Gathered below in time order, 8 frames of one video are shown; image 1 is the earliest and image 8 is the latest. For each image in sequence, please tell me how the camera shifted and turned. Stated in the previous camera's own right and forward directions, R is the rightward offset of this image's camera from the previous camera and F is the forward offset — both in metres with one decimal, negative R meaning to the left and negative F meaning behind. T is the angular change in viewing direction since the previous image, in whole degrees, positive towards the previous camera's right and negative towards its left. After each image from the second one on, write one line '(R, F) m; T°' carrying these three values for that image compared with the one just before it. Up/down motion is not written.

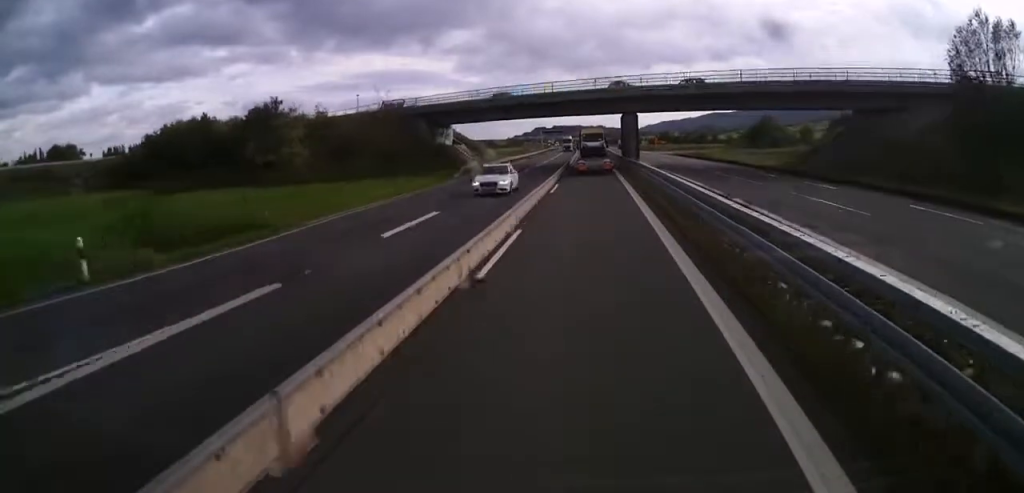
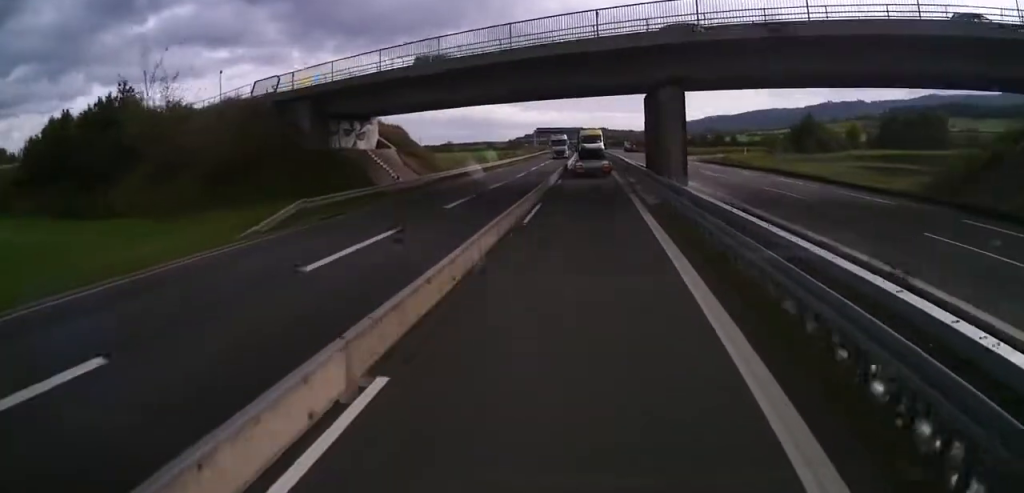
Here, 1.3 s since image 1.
(0.0, +29.0) m; 0°
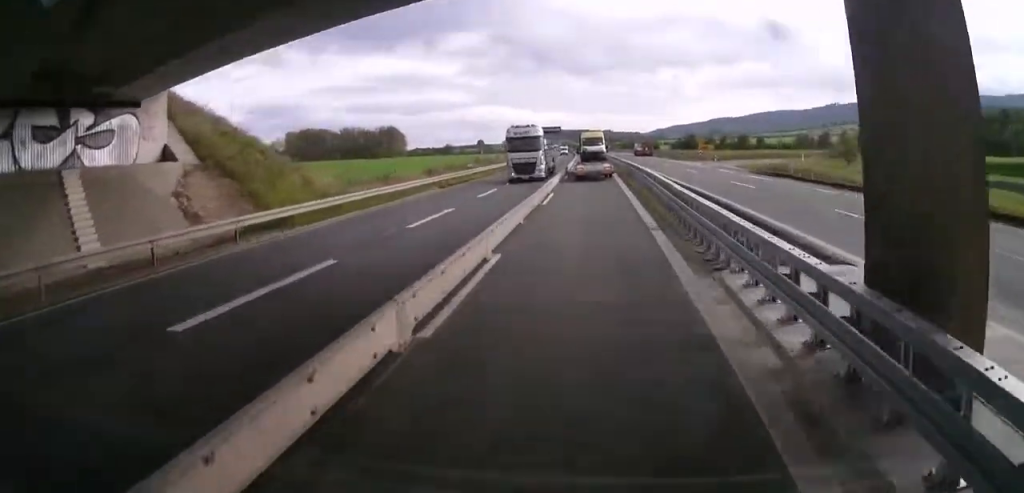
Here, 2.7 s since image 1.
(-0.3, +28.6) m; 0°
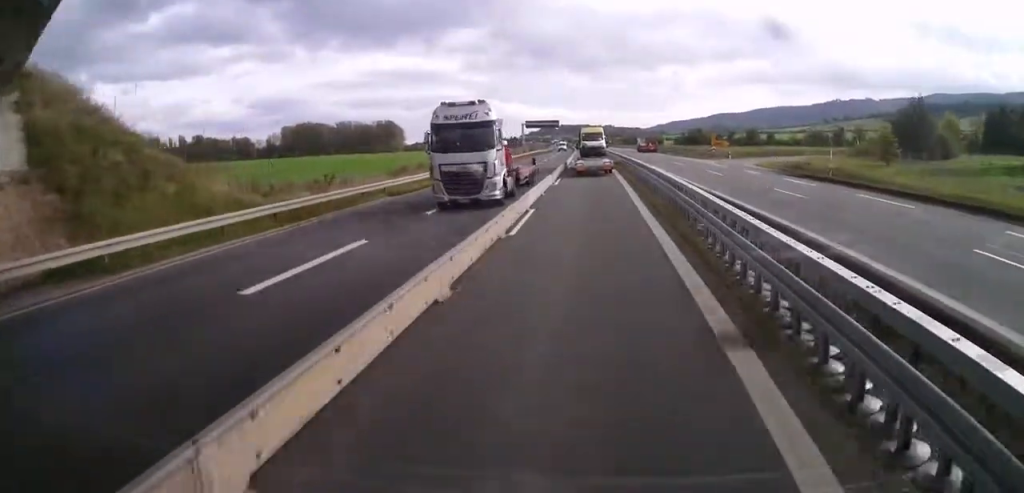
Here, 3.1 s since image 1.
(0.0, +10.0) m; 0°
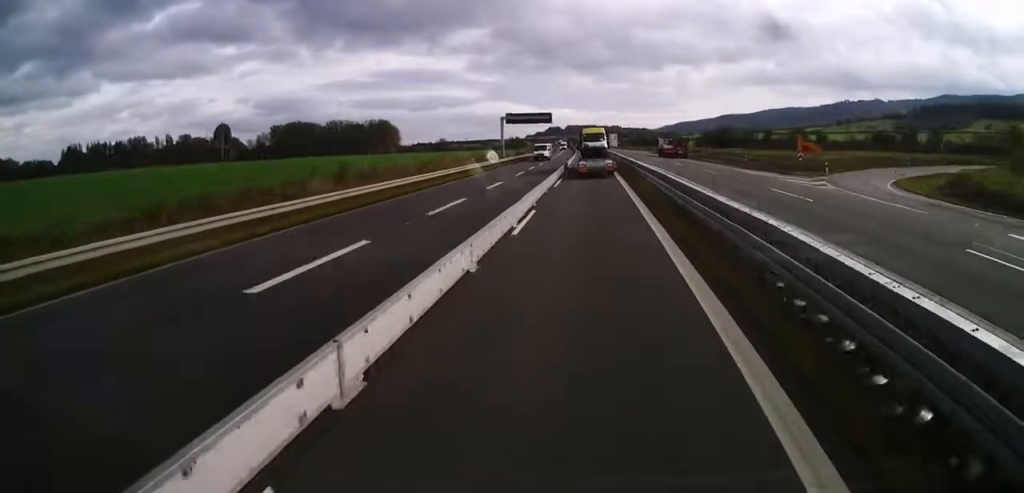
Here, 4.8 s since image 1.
(0.0, +36.1) m; -1°
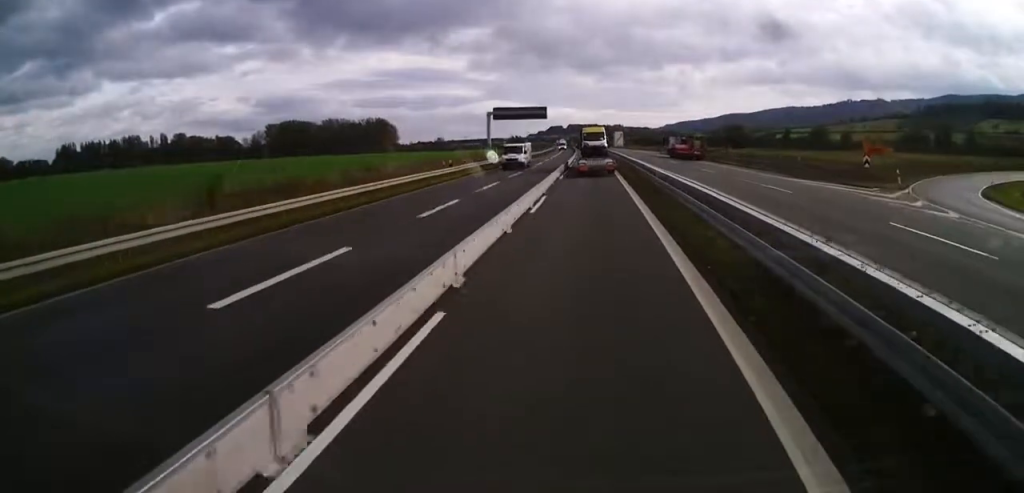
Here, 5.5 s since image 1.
(-0.1, +13.3) m; -1°
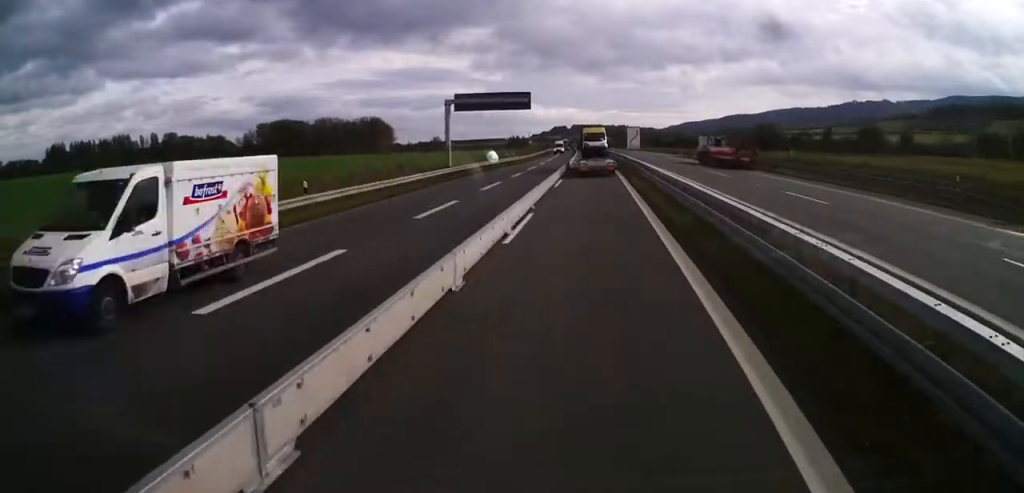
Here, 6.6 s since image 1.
(-0.1, +24.3) m; -1°
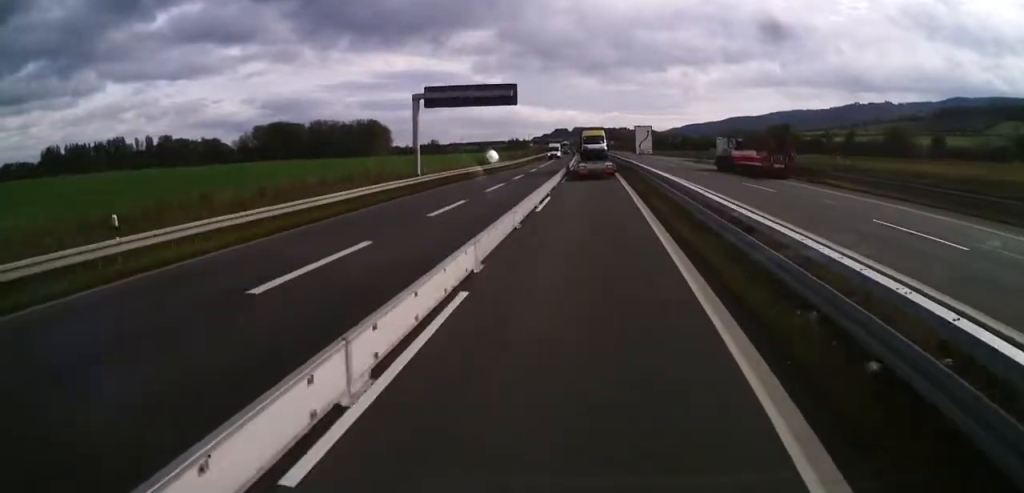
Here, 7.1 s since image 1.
(+0.1, +10.4) m; -1°
